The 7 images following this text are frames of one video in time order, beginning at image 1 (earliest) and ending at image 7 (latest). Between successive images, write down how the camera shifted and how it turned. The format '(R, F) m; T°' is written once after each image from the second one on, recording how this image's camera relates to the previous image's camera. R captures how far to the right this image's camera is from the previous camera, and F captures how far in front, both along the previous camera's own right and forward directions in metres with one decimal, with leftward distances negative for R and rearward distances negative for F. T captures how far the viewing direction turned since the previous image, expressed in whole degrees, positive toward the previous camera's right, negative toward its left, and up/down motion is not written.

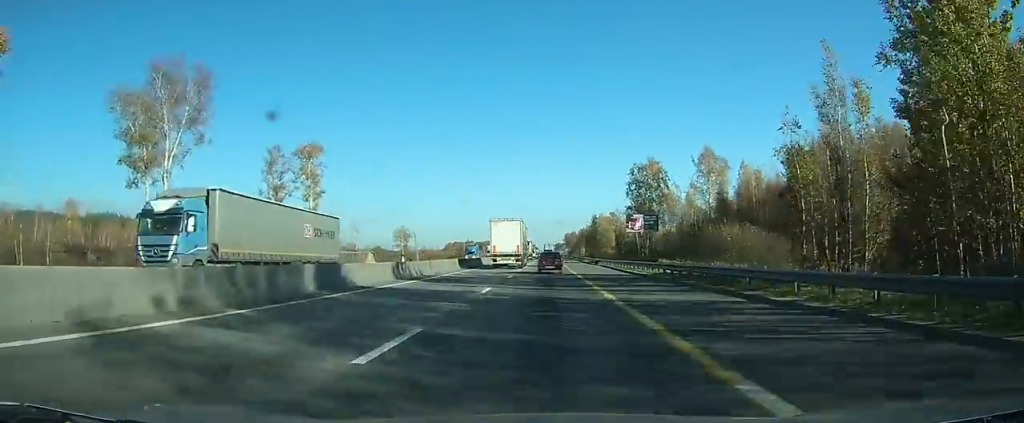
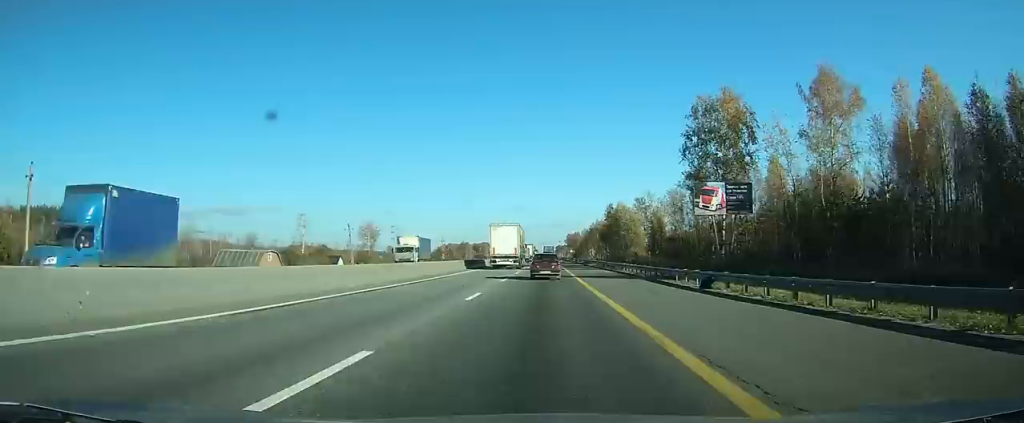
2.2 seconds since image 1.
(0.0, +45.5) m; 0°
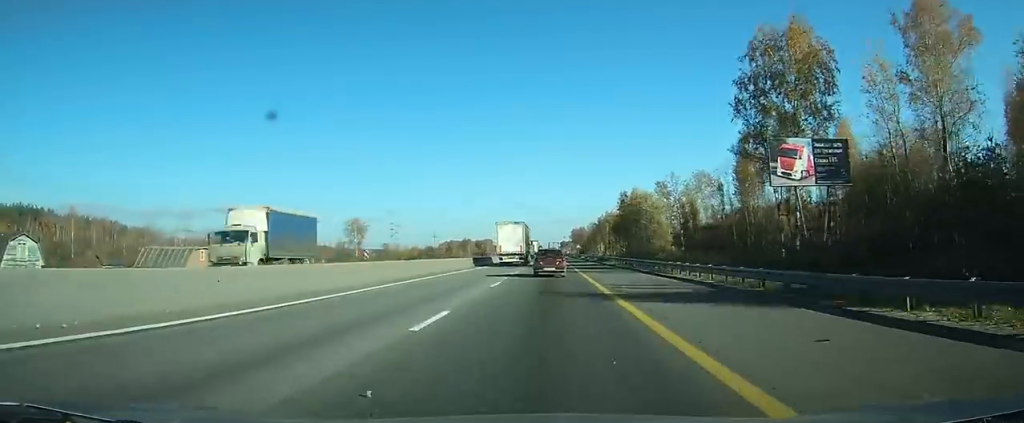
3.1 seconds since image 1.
(0.0, +17.0) m; 0°
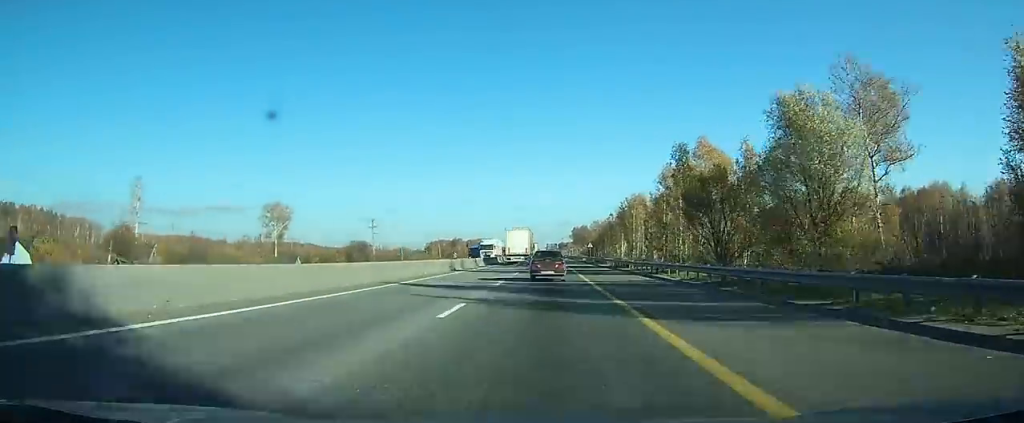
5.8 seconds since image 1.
(-0.2, +55.8) m; 0°
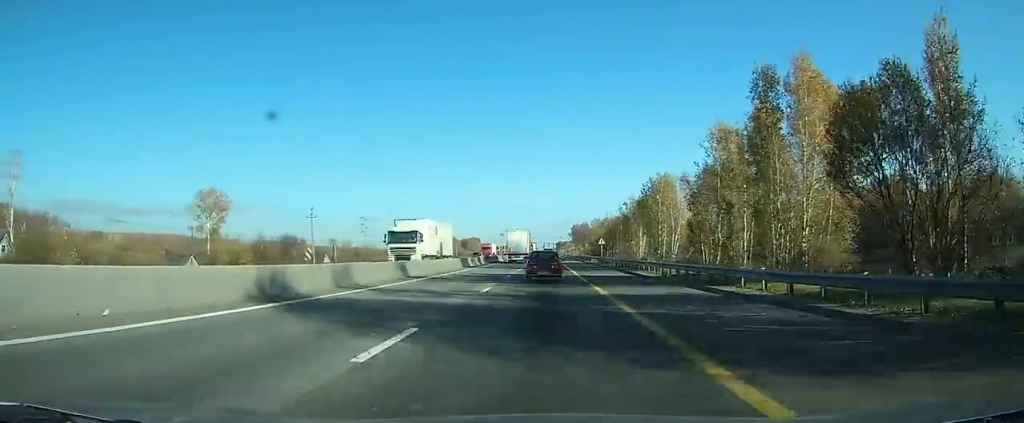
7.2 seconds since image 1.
(0.0, +30.8) m; 0°
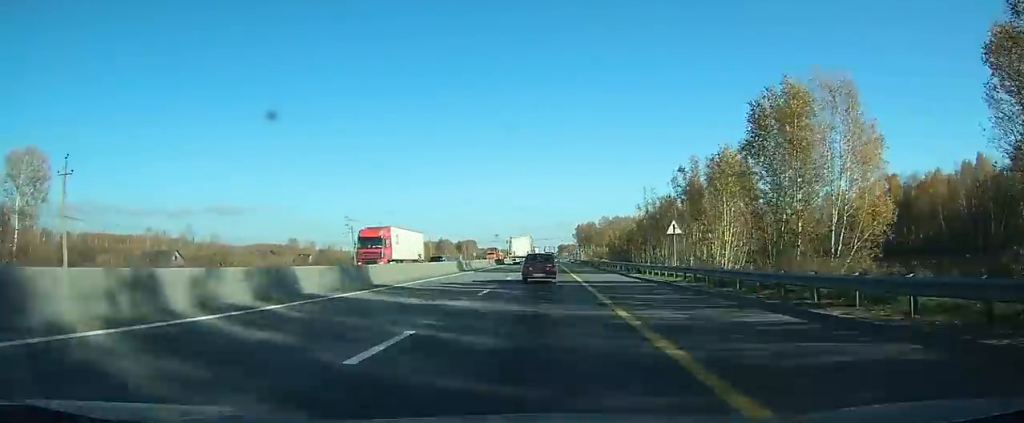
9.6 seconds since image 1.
(0.0, +51.1) m; 0°
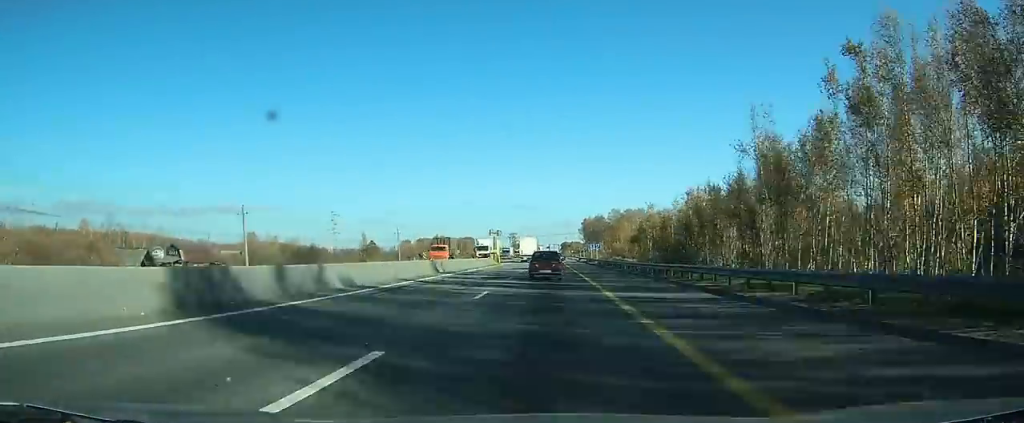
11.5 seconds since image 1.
(-0.1, +38.5) m; 0°
